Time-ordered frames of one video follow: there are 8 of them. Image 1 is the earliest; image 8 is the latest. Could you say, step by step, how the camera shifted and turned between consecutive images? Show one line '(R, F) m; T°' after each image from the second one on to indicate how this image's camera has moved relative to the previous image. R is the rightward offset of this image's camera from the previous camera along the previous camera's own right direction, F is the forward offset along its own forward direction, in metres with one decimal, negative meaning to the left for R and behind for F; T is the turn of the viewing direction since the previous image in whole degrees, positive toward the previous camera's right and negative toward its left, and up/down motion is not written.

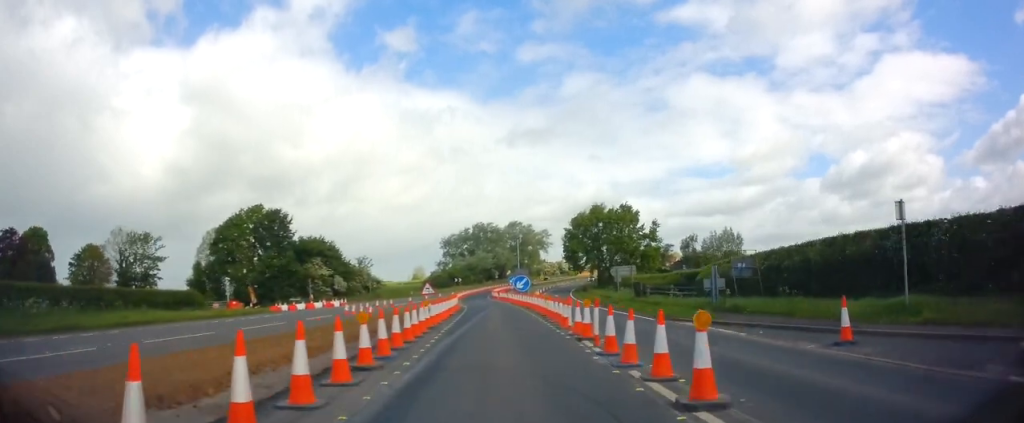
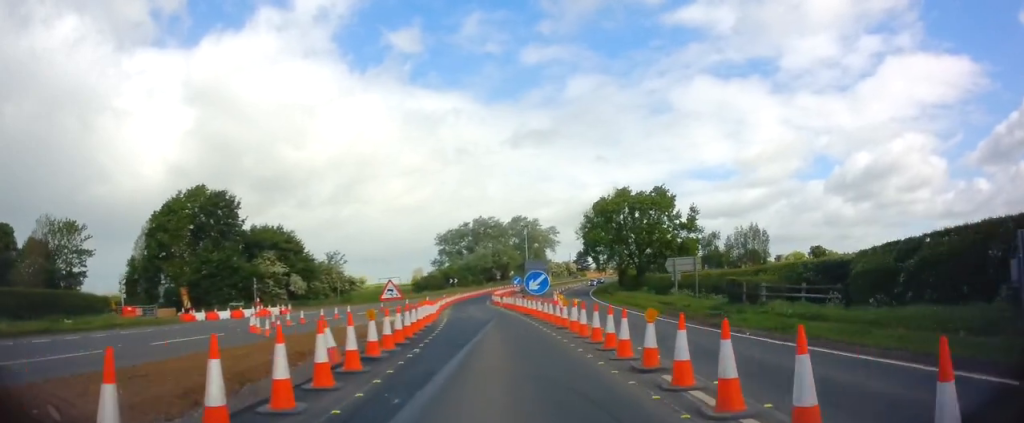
(+0.3, +17.8) m; 0°
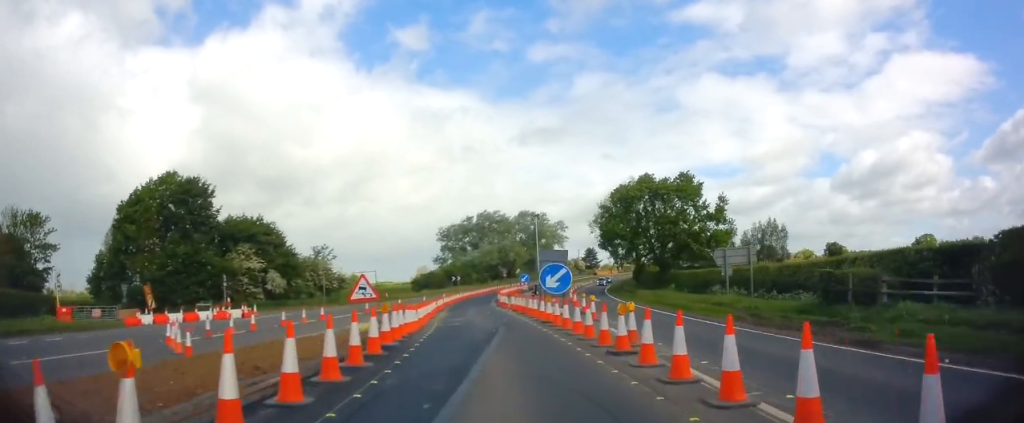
(-0.1, +7.7) m; -1°
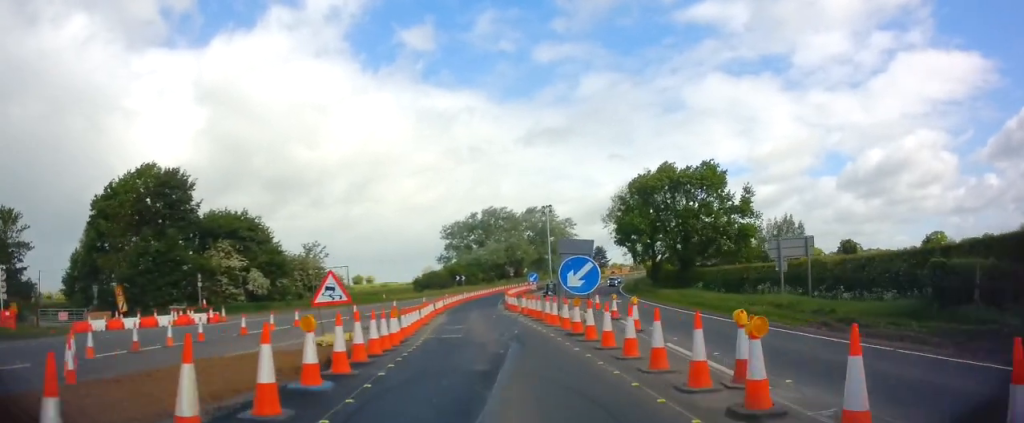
(0.0, +5.7) m; -1°
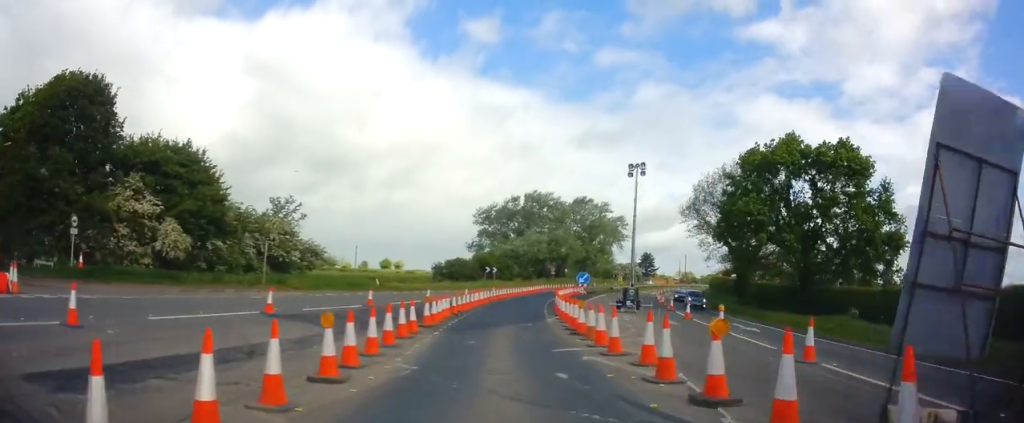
(-0.6, +18.6) m; -3°
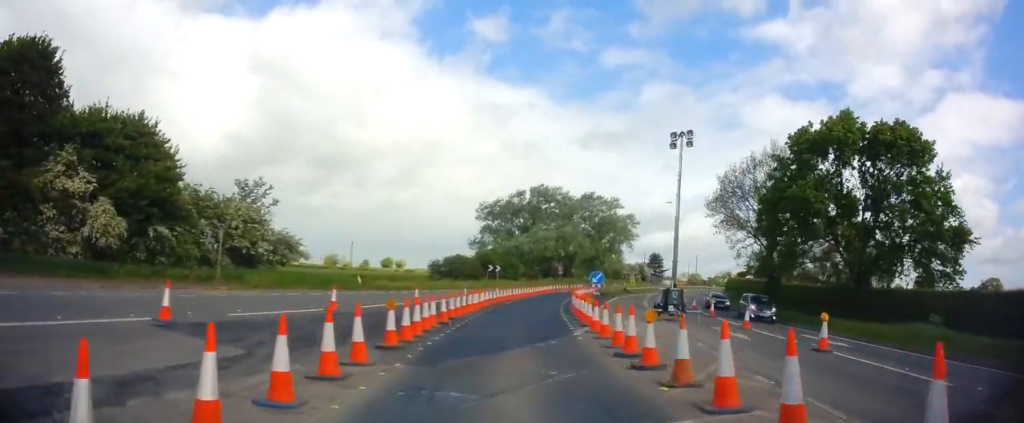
(-0.1, +6.7) m; 0°
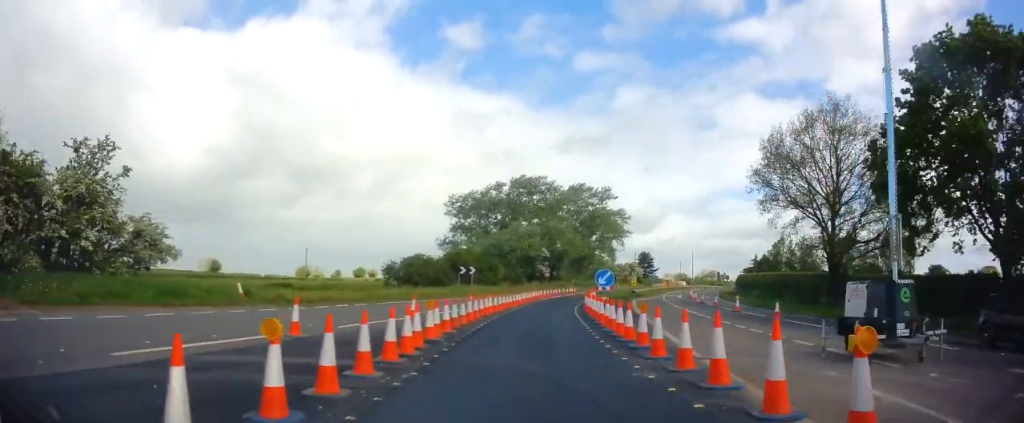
(0.0, +15.4) m; +2°
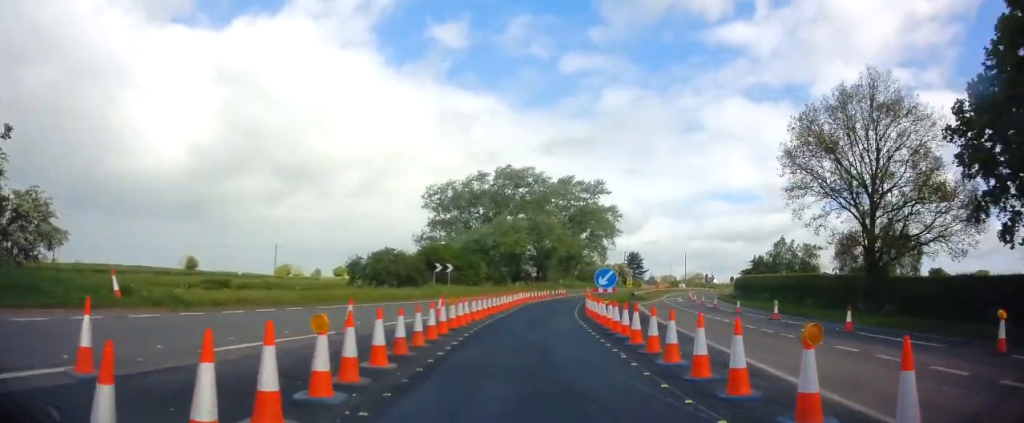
(0.0, +7.2) m; +2°
